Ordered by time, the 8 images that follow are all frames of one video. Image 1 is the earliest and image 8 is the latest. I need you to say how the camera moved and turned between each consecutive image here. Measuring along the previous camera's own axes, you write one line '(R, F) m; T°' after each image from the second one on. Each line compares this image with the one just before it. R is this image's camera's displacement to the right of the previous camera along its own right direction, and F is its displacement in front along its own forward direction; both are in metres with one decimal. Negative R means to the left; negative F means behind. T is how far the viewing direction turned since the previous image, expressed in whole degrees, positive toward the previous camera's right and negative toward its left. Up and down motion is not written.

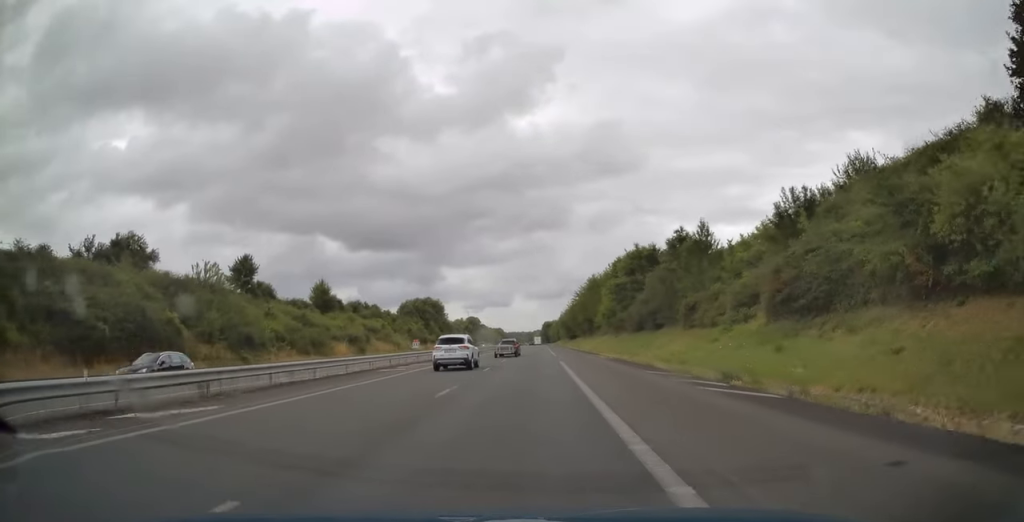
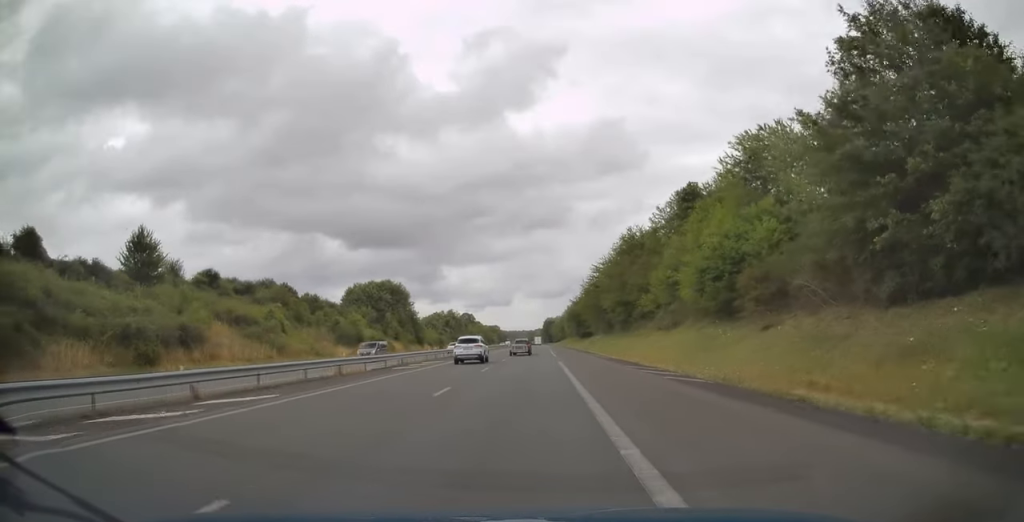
(+0.1, +52.5) m; 0°
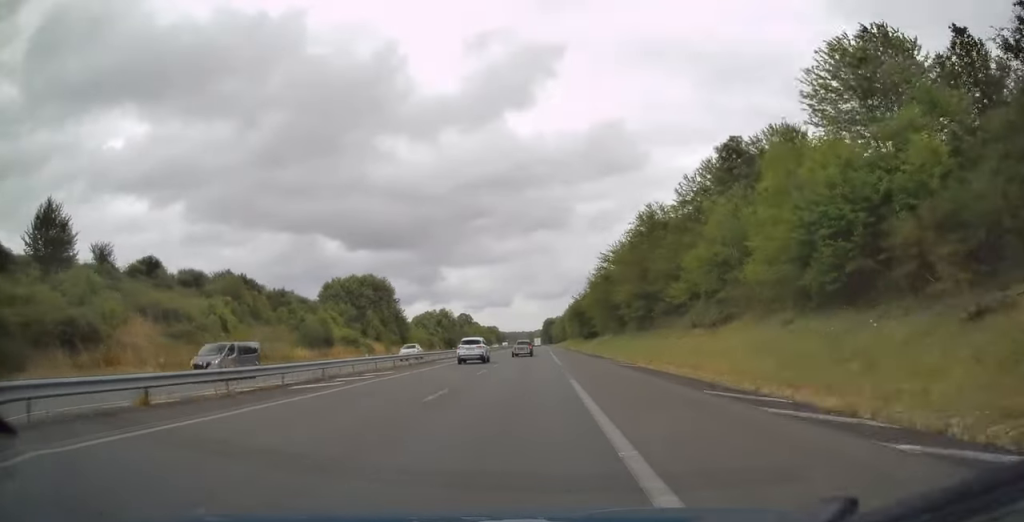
(0.0, +13.9) m; 0°
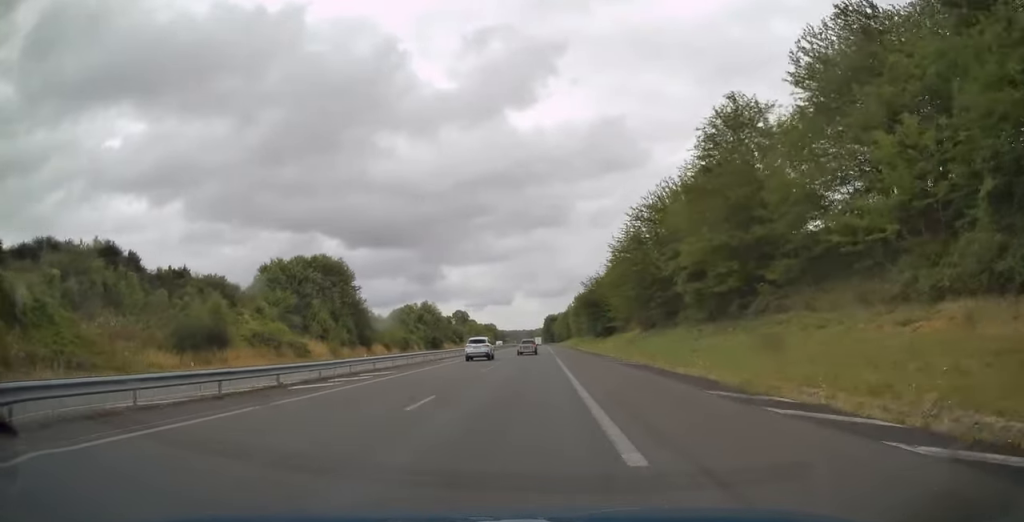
(-0.1, +28.4) m; 0°
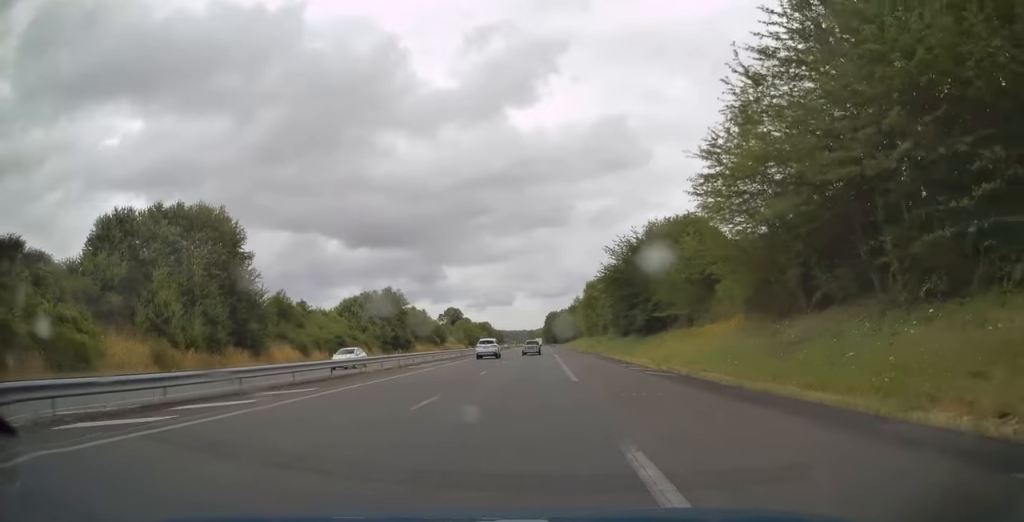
(0.0, +38.8) m; 0°
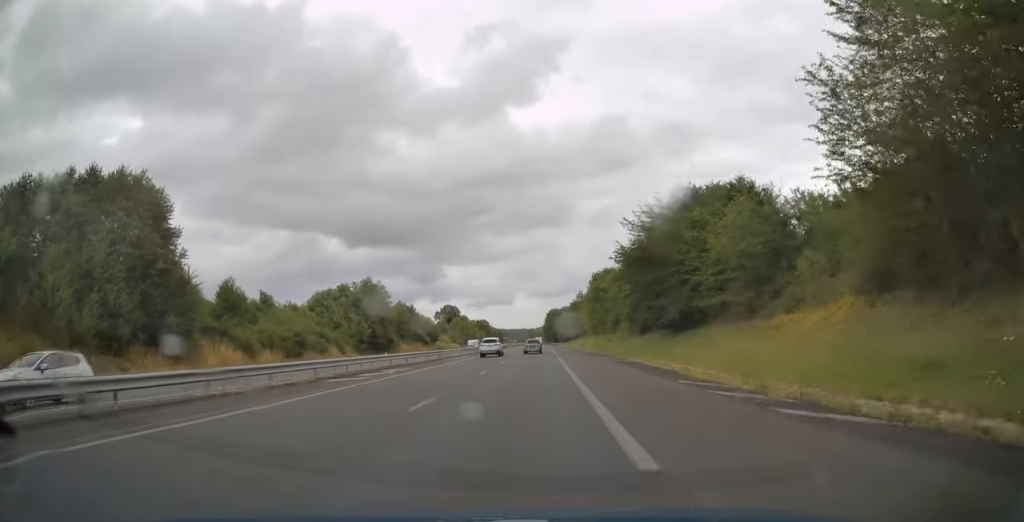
(+0.1, +14.0) m; 0°
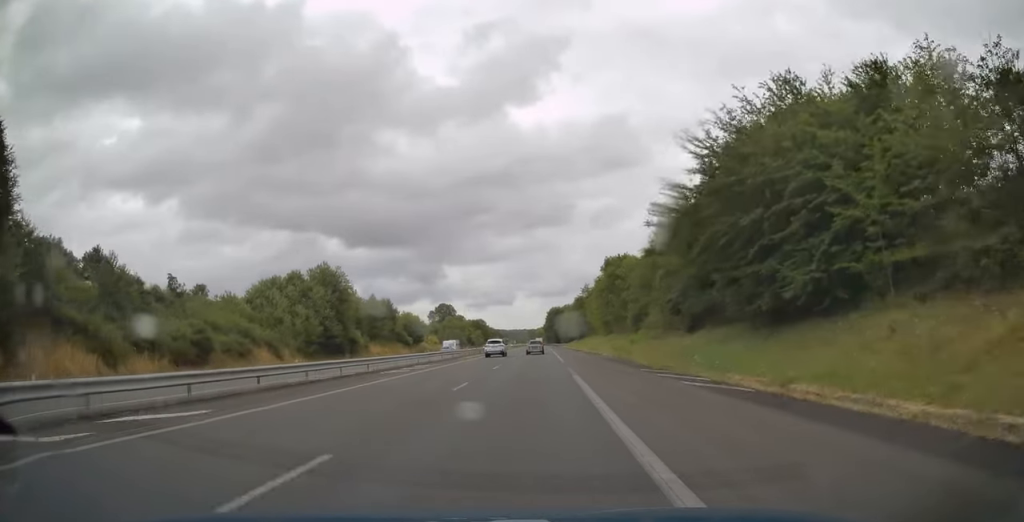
(-0.1, +21.0) m; 0°
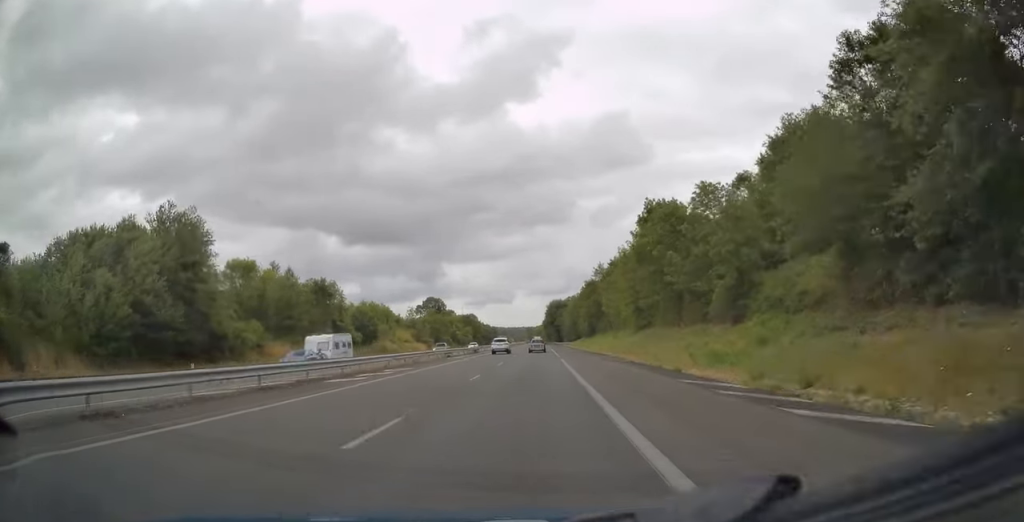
(-0.1, +36.1) m; 0°
